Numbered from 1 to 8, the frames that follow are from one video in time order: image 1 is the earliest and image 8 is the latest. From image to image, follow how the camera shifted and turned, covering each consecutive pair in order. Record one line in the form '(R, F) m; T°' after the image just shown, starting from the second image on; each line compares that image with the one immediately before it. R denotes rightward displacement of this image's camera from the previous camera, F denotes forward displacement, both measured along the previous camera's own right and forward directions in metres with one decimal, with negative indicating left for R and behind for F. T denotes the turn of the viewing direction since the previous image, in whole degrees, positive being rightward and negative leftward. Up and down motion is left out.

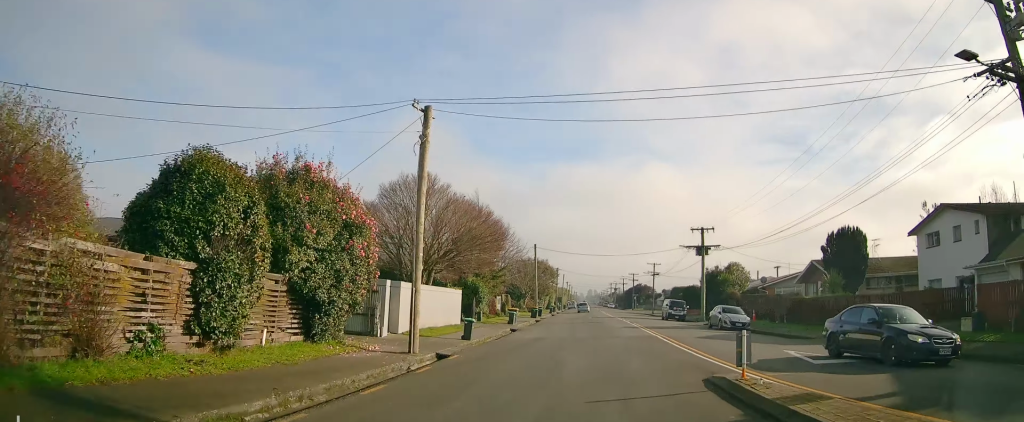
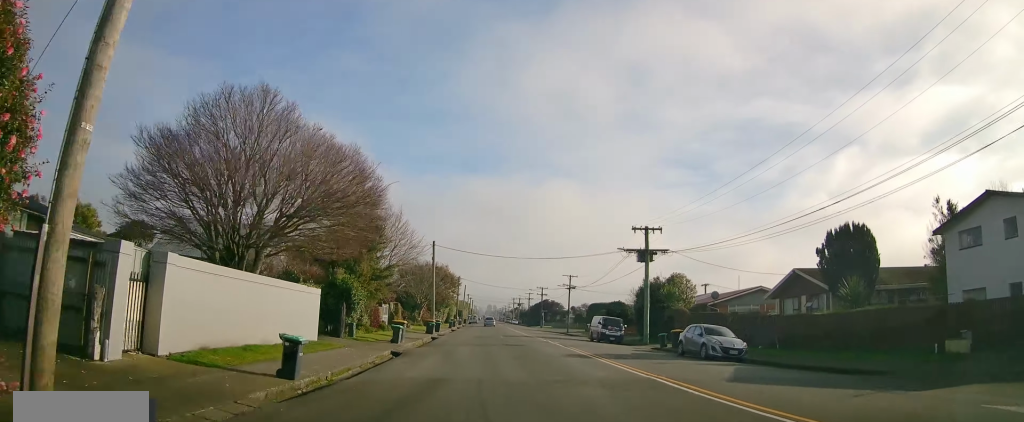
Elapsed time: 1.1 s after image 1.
(+2.0, +10.8) m; +15°
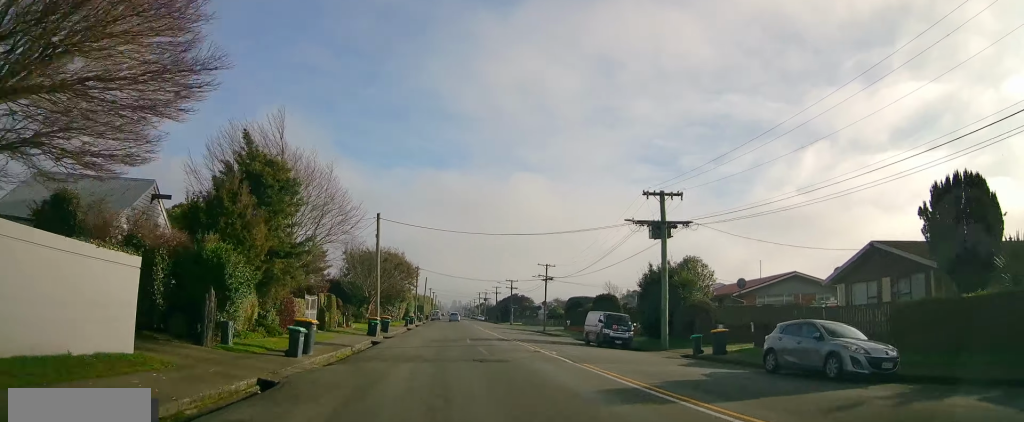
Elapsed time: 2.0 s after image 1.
(+0.8, +10.6) m; +2°
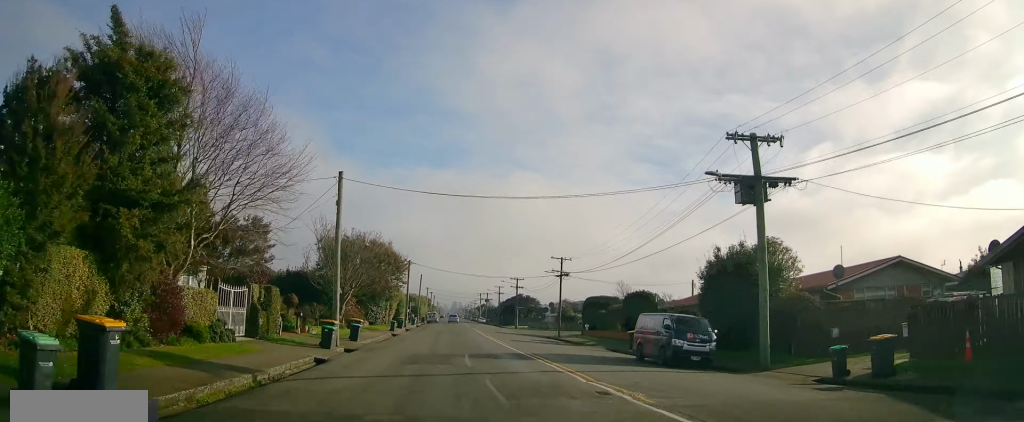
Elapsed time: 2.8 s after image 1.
(-0.2, +10.3) m; -5°
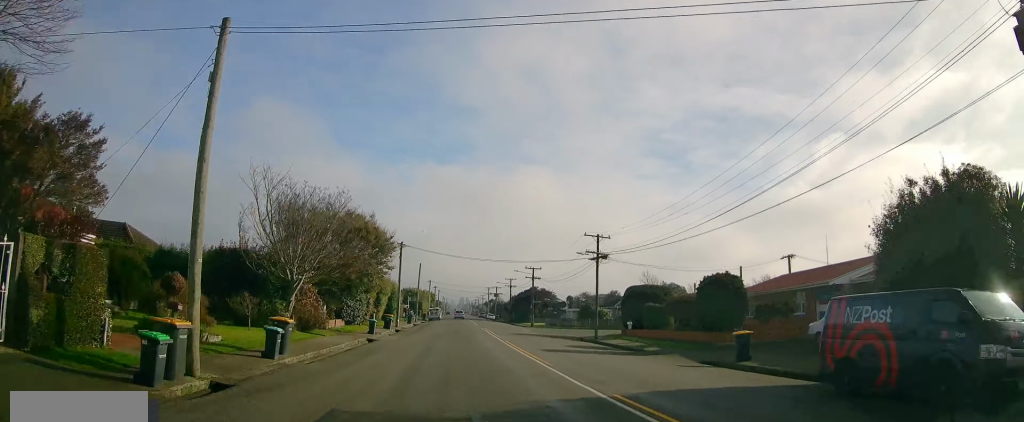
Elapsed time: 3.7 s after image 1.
(-0.9, +13.0) m; 0°
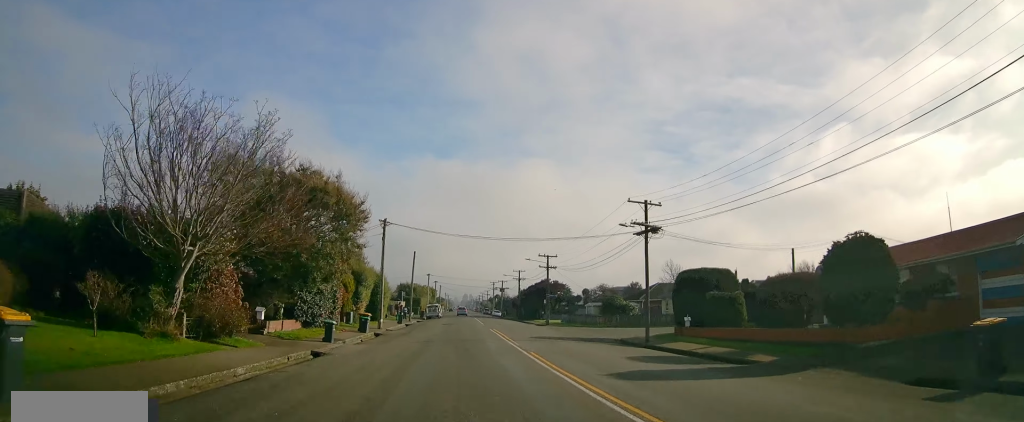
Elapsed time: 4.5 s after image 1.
(+0.6, +11.2) m; +1°
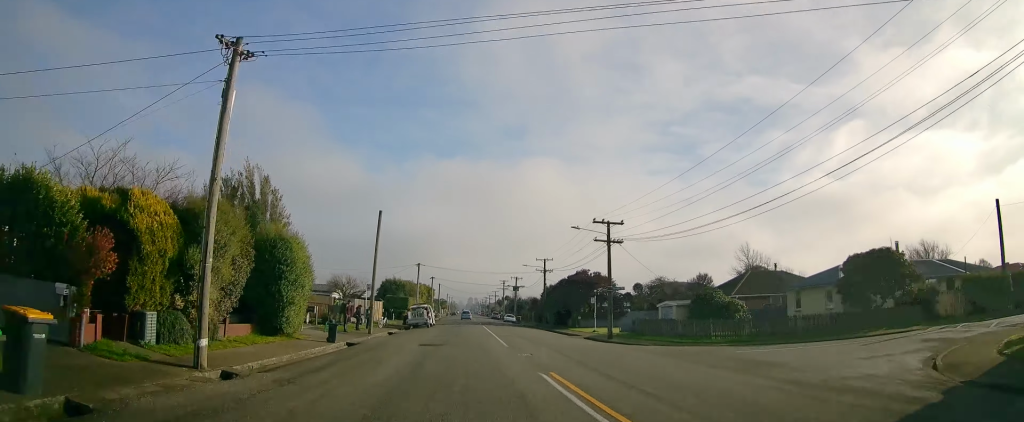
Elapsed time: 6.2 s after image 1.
(-0.6, +26.1) m; -2°
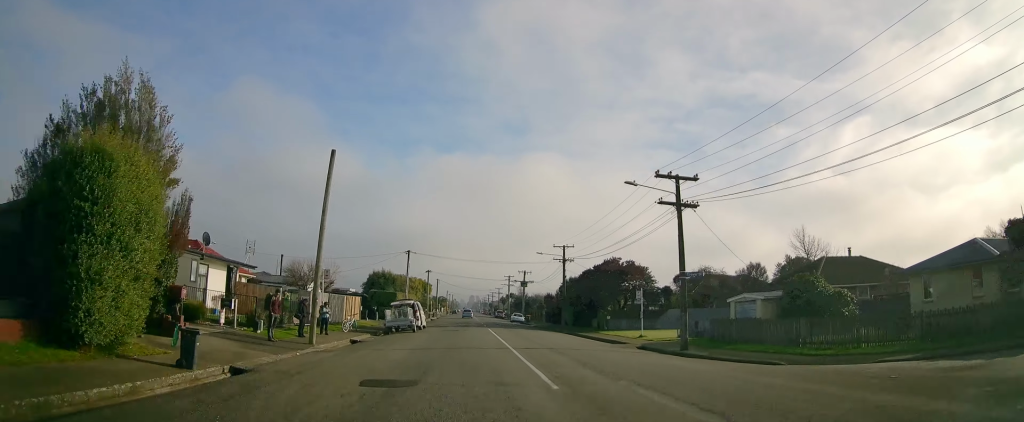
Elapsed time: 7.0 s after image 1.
(0.0, +12.8) m; 0°
